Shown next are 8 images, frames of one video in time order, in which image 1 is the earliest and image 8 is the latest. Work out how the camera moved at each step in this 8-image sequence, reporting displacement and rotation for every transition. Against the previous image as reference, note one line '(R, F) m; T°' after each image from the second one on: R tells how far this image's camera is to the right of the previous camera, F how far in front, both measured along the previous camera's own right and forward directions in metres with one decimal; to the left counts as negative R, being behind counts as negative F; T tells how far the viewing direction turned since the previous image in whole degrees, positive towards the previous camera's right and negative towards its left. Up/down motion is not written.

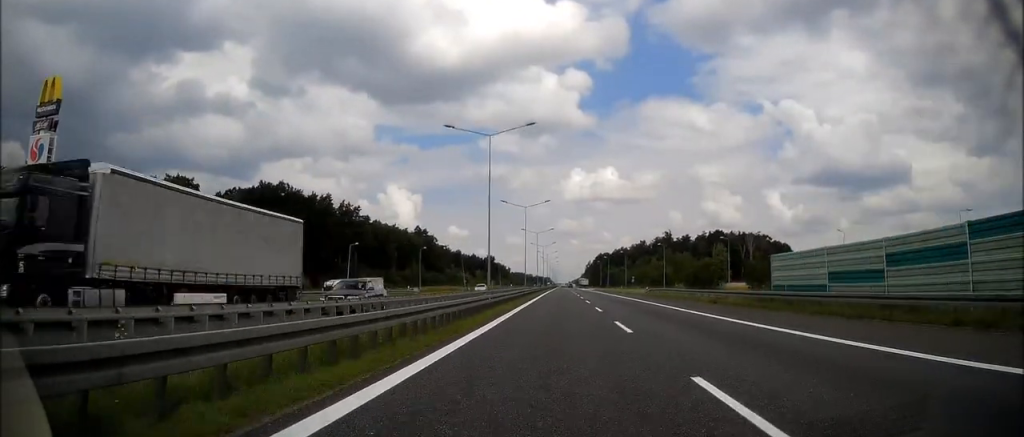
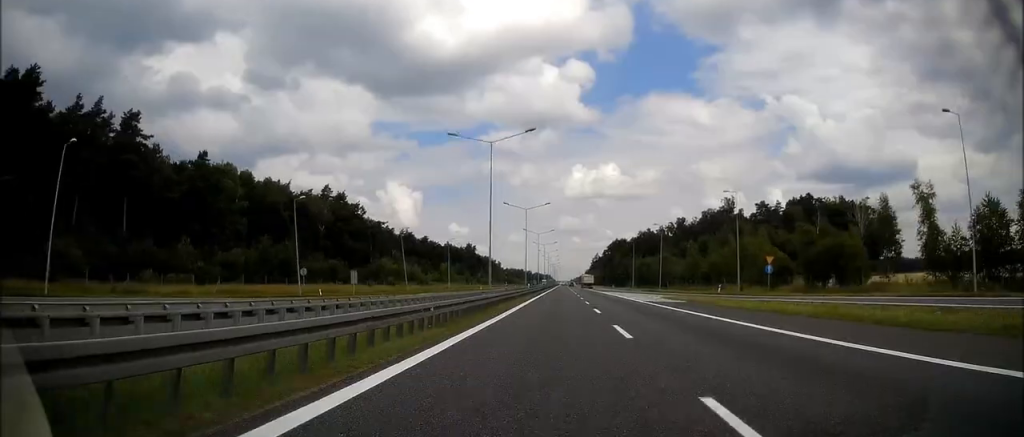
(+0.2, +108.5) m; 0°
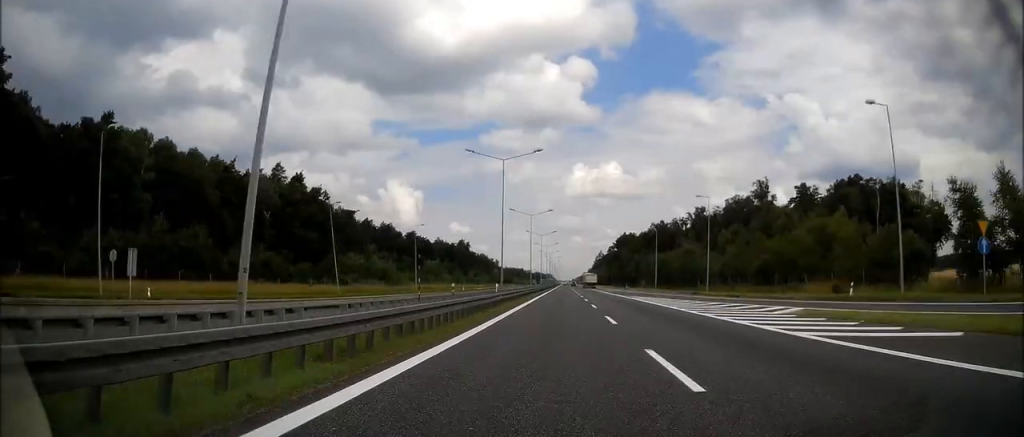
(0.0, +31.3) m; 0°
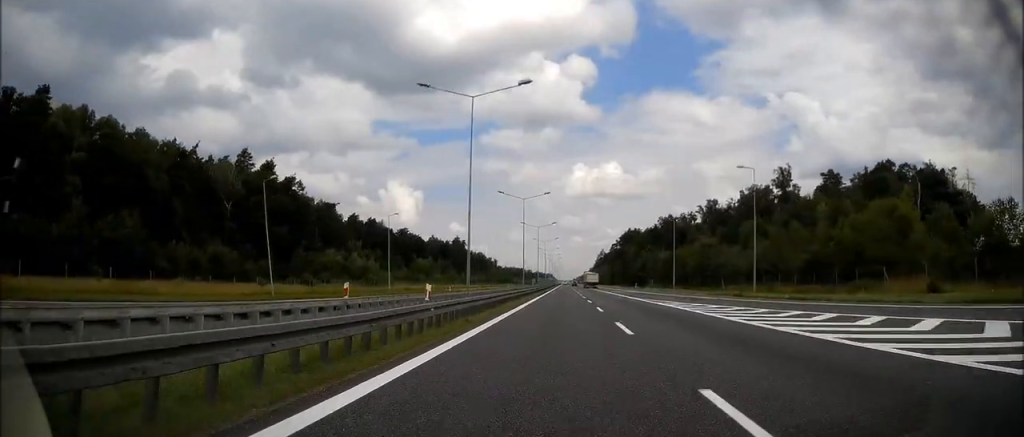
(0.0, +16.3) m; 0°
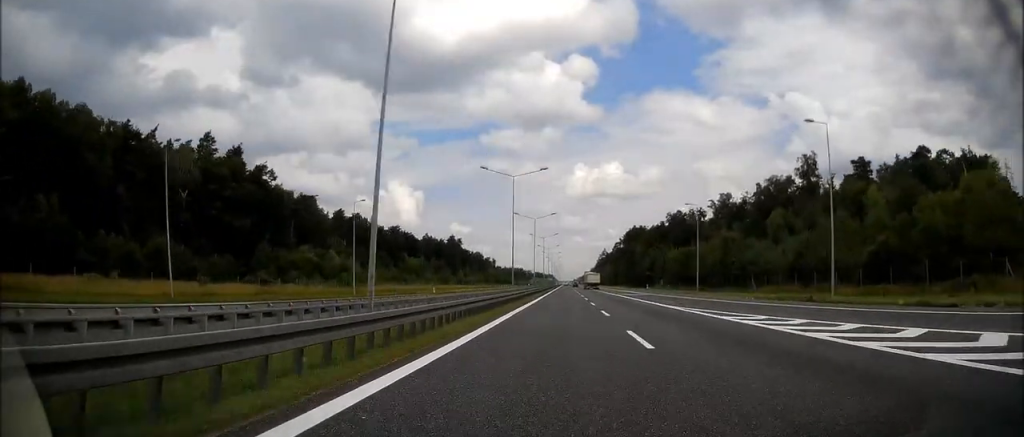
(0.0, +15.0) m; 0°
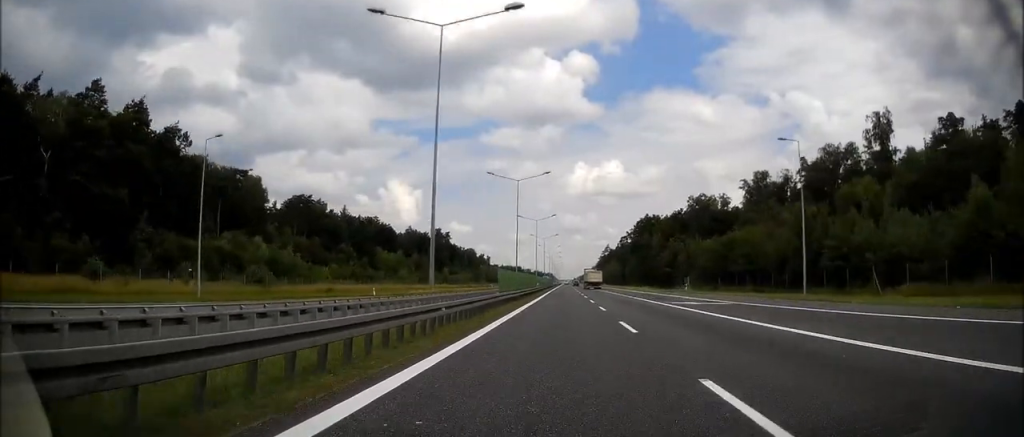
(0.0, +32.6) m; 0°
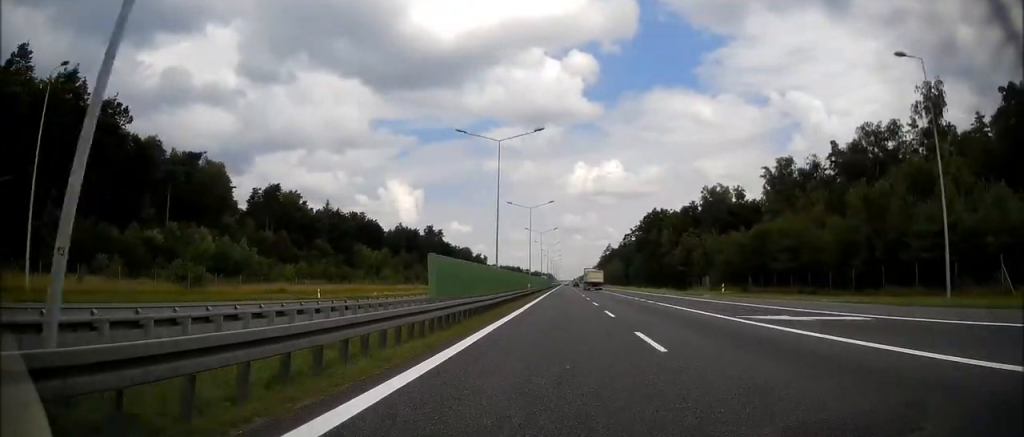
(0.0, +16.2) m; 0°
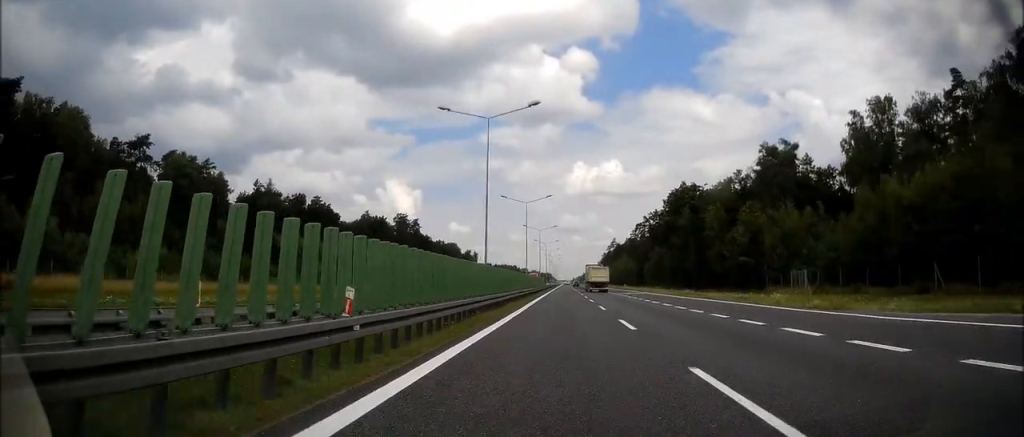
(0.0, +42.4) m; 0°
